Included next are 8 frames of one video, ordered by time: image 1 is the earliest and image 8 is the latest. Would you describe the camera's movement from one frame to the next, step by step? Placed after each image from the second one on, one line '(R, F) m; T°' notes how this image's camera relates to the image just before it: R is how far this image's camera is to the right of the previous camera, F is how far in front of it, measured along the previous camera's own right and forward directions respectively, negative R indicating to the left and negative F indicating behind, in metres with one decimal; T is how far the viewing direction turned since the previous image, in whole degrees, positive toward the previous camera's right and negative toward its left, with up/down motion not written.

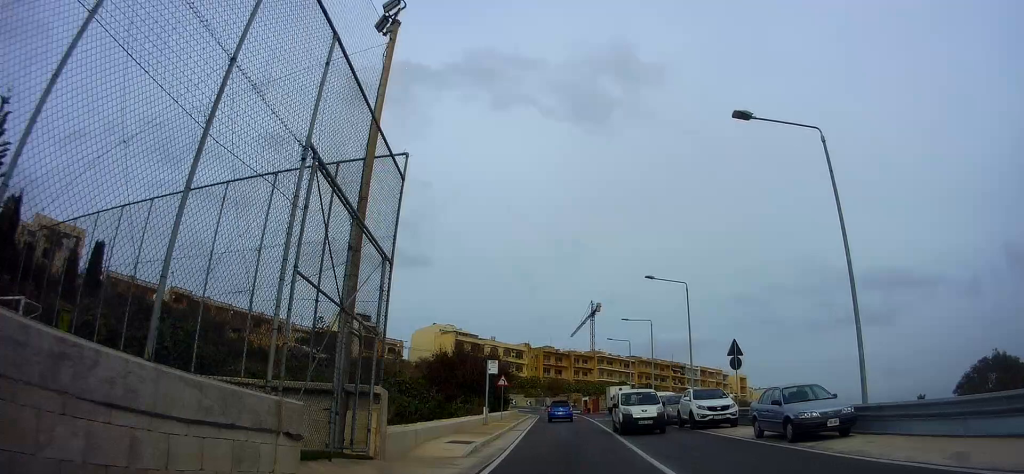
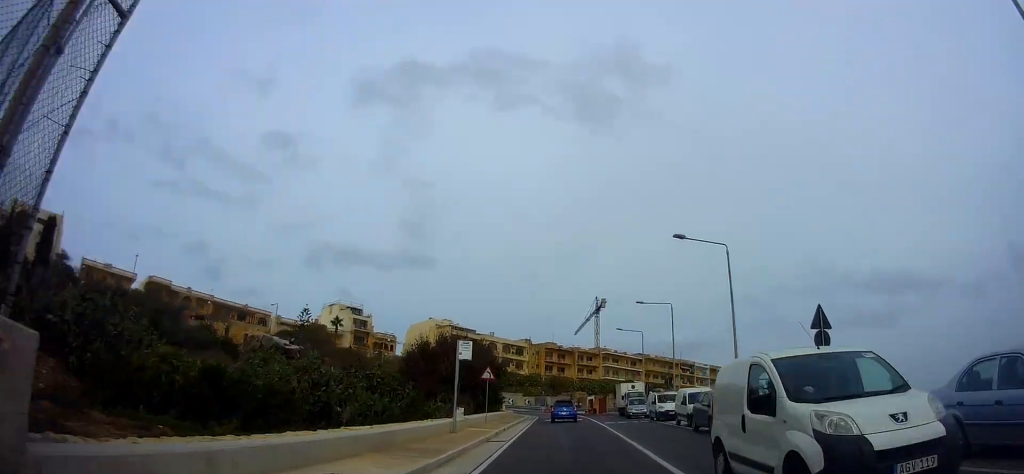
(-0.4, +8.3) m; -4°
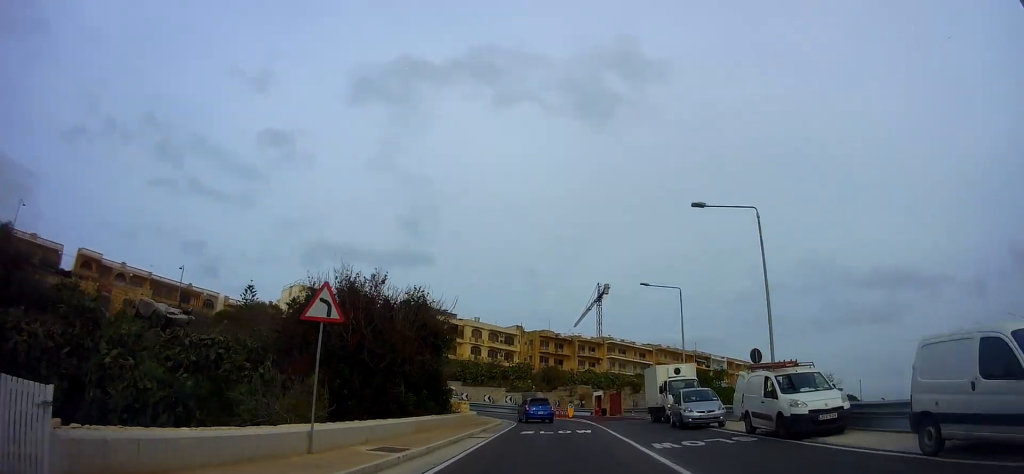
(-0.5, +20.2) m; -2°
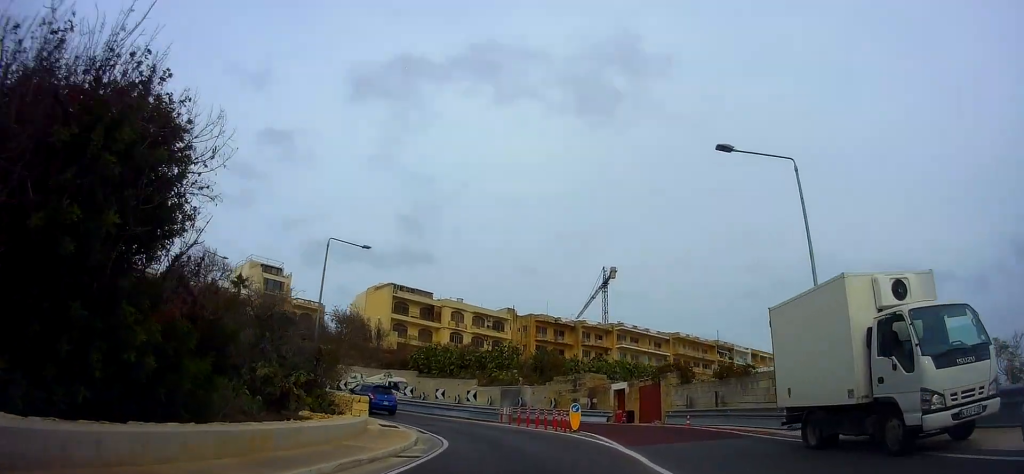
(-0.4, +20.9) m; +2°
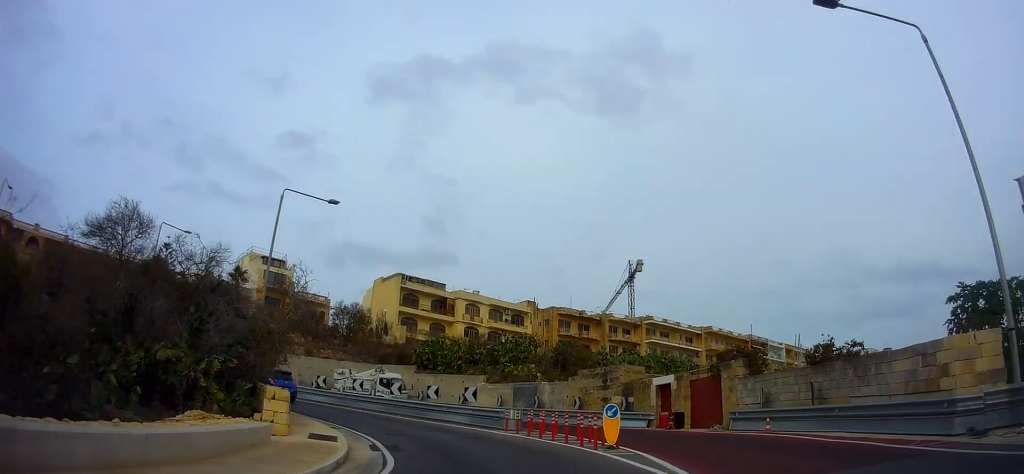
(+0.6, +8.2) m; +2°
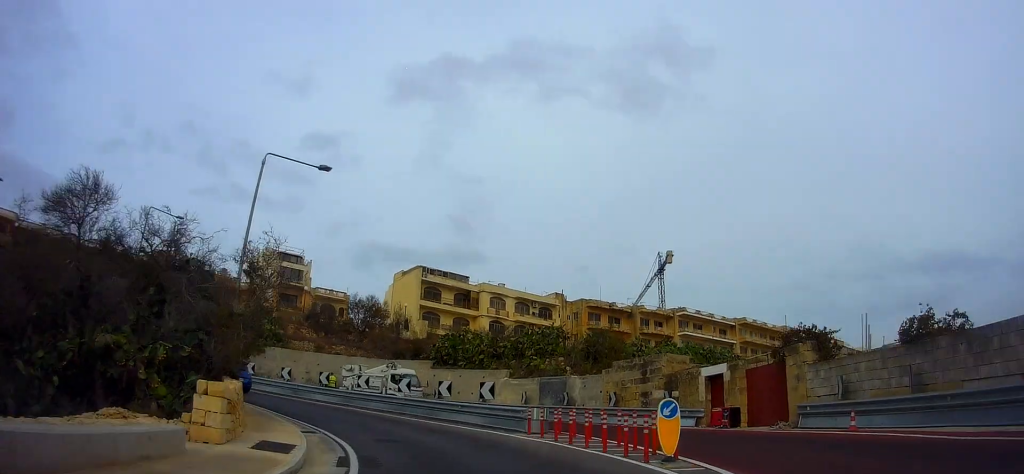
(-0.1, +4.1) m; -3°
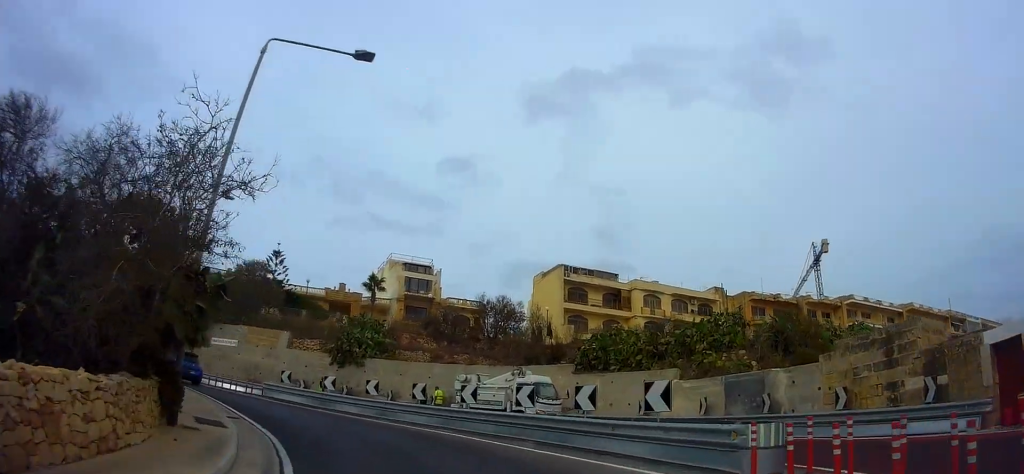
(-0.6, +9.9) m; -14°
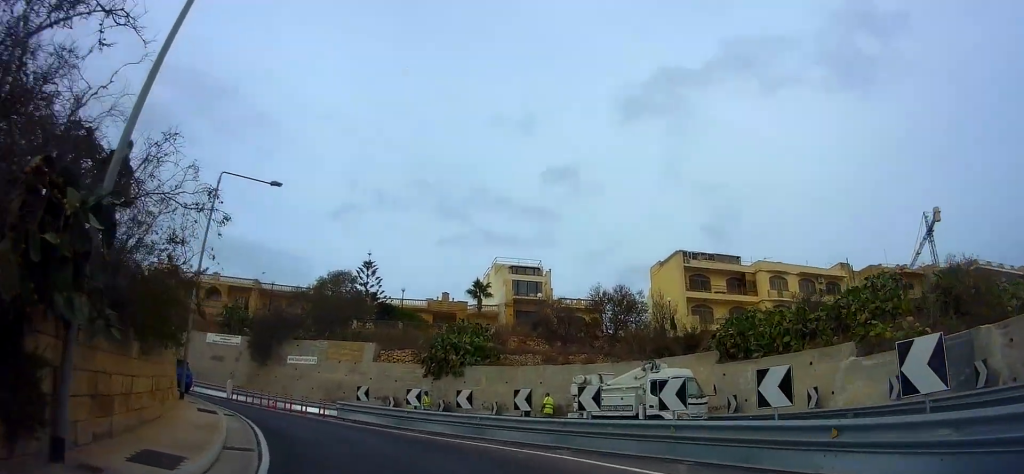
(-0.6, +5.4) m; -12°
